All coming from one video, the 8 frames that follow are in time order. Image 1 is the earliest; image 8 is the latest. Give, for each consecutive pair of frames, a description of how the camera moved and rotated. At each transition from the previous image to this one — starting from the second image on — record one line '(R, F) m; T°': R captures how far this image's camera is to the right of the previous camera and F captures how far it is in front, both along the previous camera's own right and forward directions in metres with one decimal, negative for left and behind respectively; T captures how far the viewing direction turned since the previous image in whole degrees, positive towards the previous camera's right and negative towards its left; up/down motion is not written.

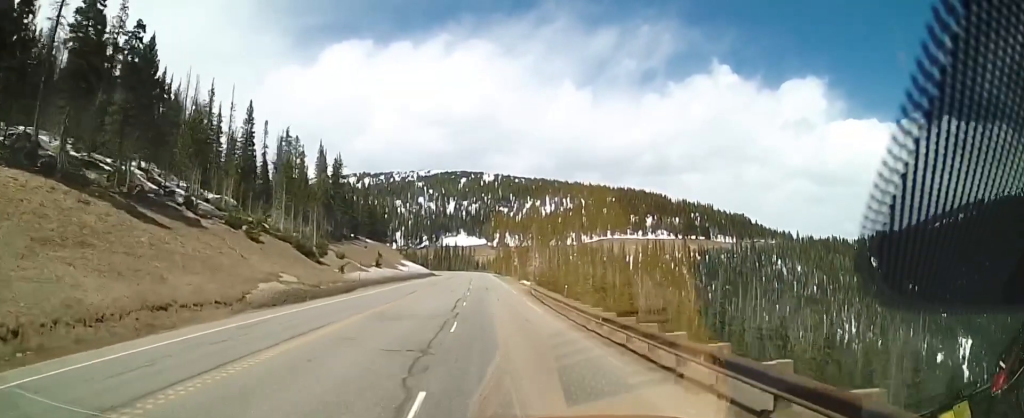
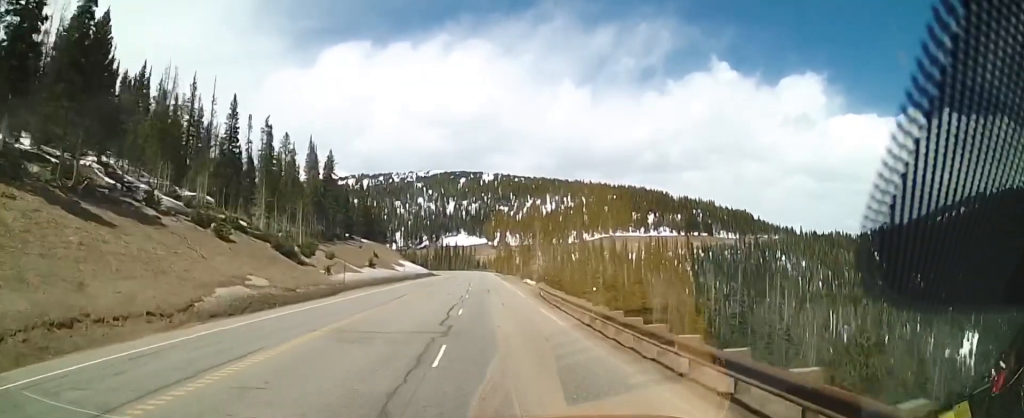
(0.0, +6.3) m; 0°
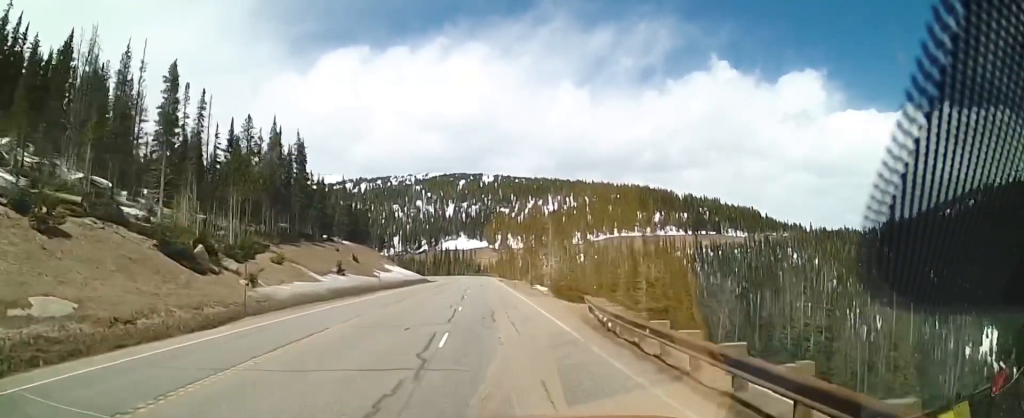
(0.0, +20.5) m; +2°
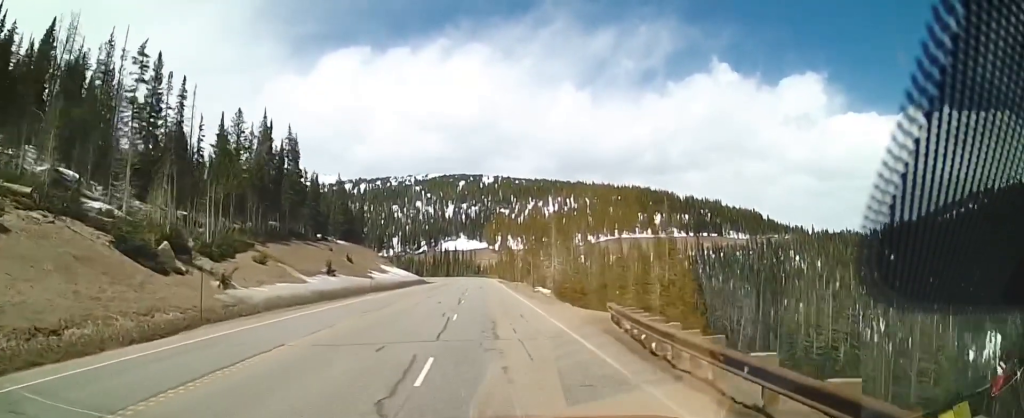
(+0.1, +4.7) m; 0°
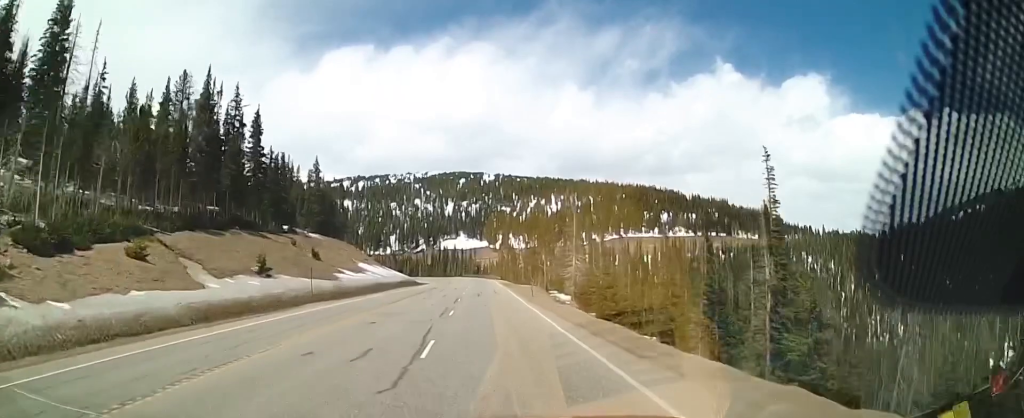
(-0.4, +21.2) m; -4°
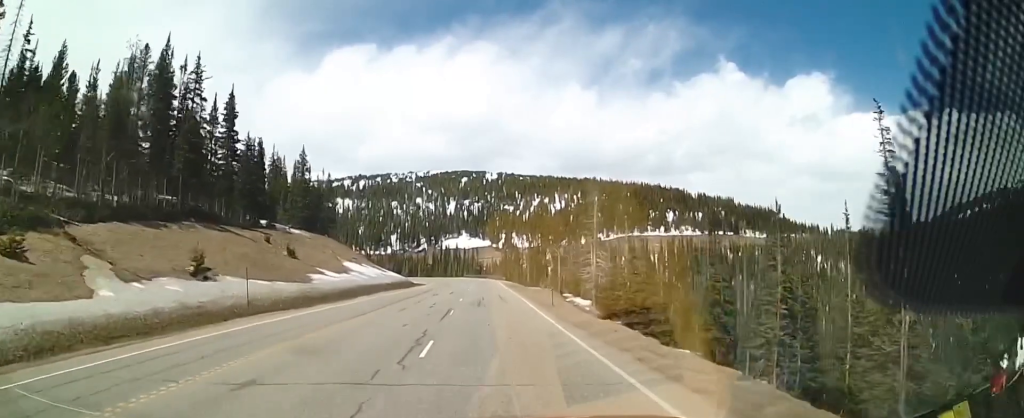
(-0.3, +11.9) m; 0°
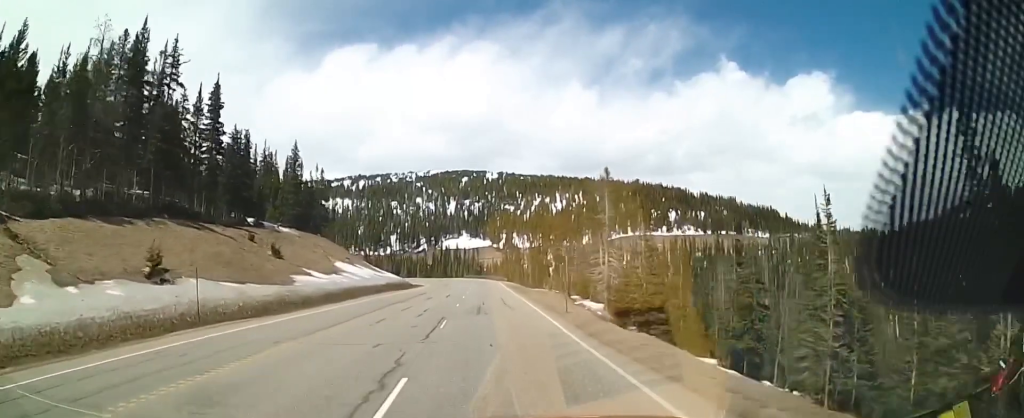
(+0.1, +5.5) m; +1°
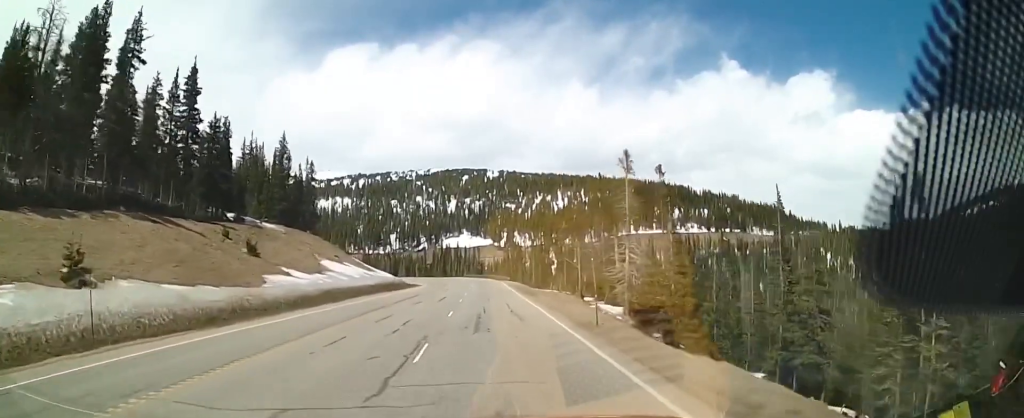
(+0.1, +7.6) m; 0°
